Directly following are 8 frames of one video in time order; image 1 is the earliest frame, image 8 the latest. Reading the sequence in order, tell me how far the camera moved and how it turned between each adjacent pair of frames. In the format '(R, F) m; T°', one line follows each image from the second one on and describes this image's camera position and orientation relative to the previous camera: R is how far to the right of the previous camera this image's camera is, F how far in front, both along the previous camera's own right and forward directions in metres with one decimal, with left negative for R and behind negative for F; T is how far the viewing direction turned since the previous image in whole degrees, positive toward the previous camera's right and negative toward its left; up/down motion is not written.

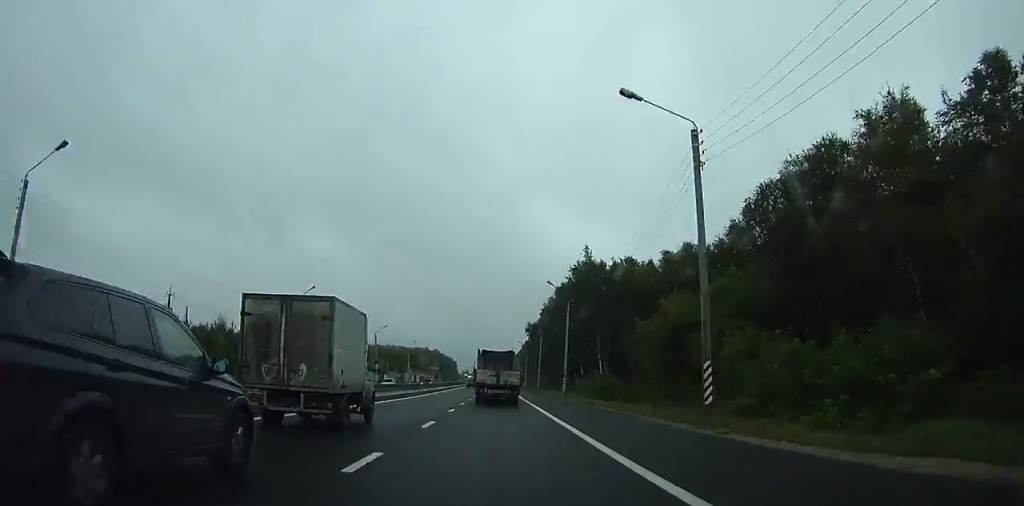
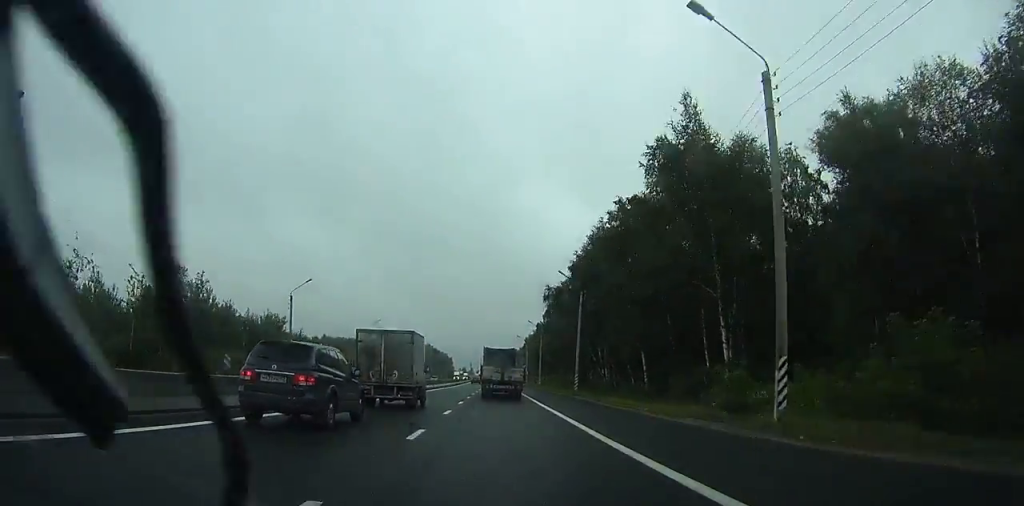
(0.0, +46.8) m; +1°
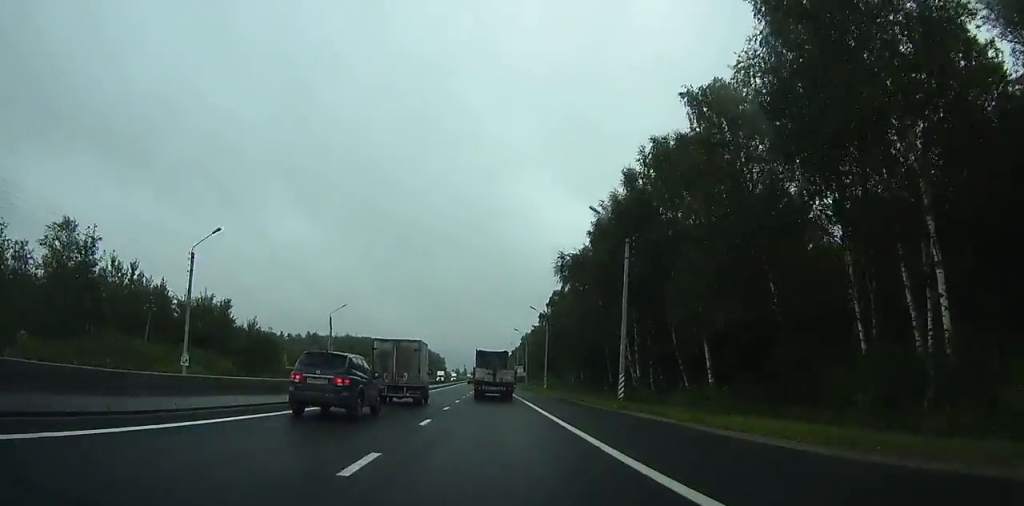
(+0.1, +22.5) m; 0°
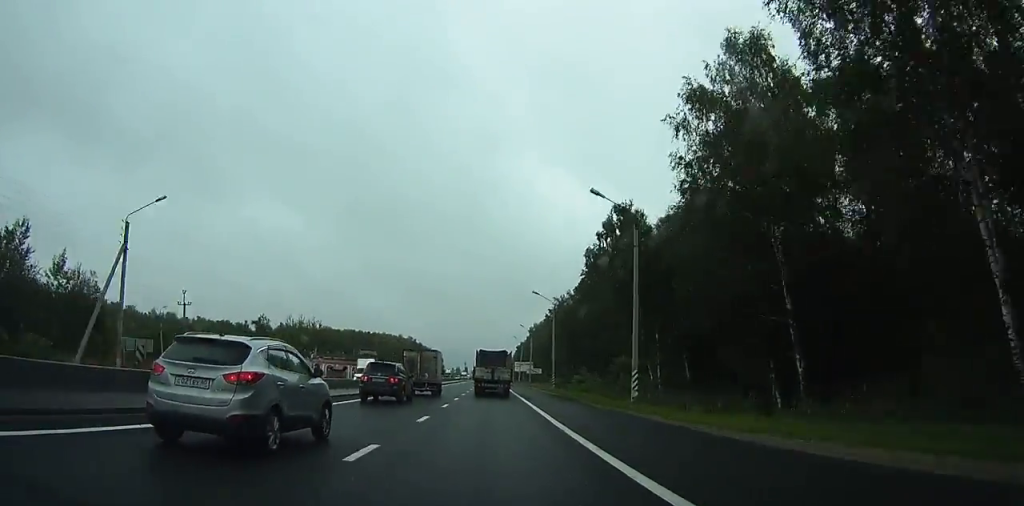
(+0.1, +52.7) m; 0°
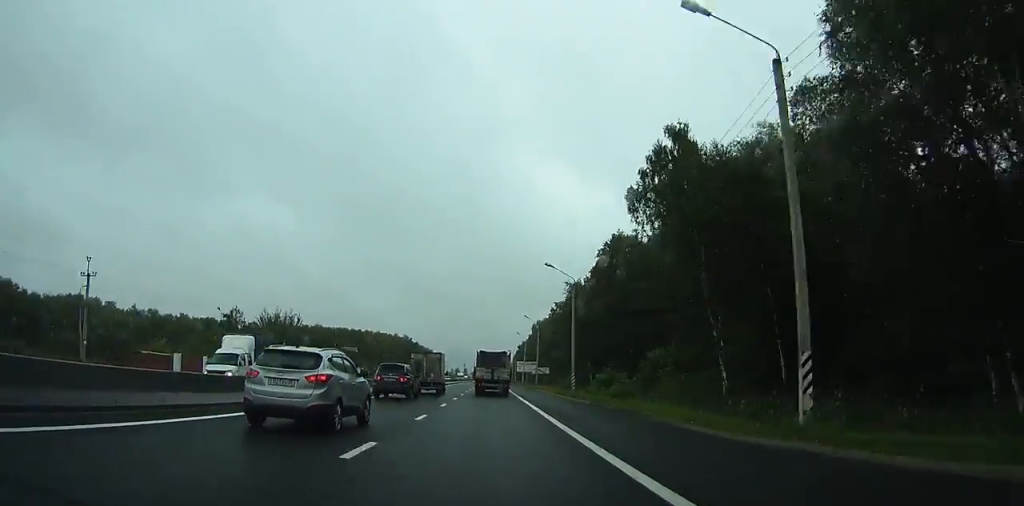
(0.0, +17.2) m; 0°
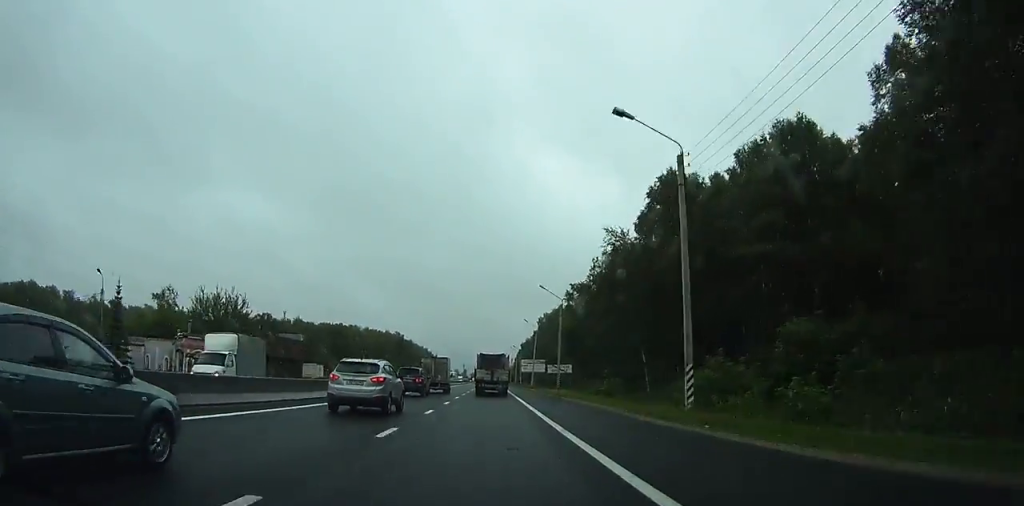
(+0.1, +30.2) m; 0°
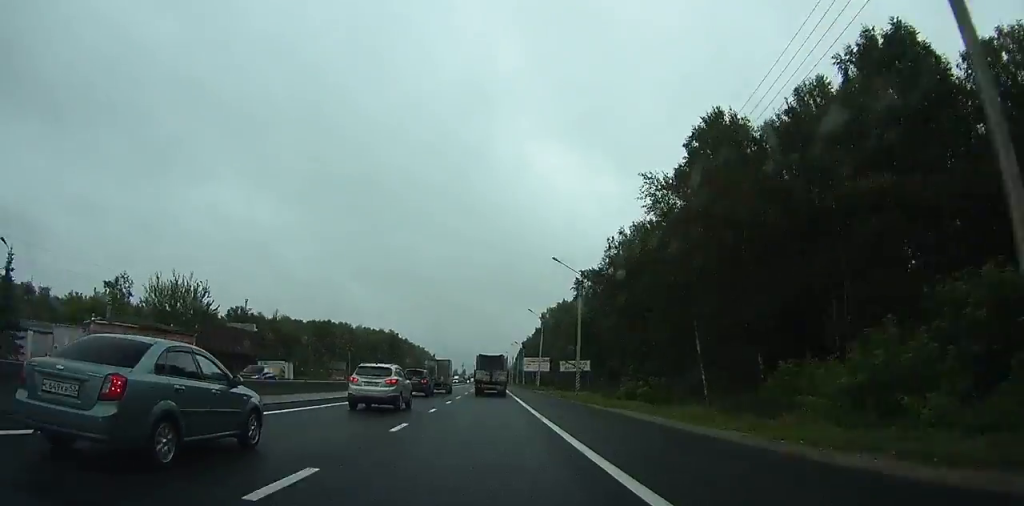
(0.0, +14.2) m; 0°
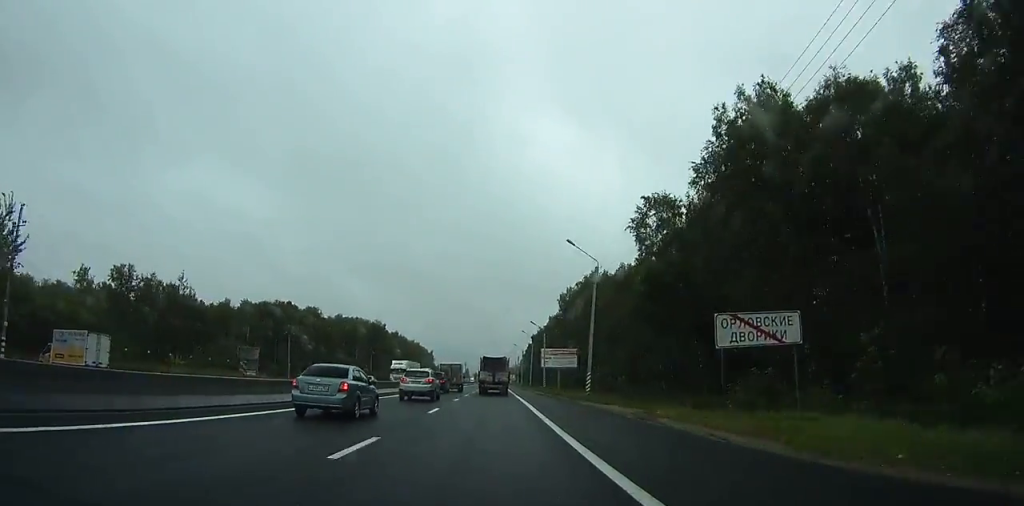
(0.0, +40.9) m; 0°
